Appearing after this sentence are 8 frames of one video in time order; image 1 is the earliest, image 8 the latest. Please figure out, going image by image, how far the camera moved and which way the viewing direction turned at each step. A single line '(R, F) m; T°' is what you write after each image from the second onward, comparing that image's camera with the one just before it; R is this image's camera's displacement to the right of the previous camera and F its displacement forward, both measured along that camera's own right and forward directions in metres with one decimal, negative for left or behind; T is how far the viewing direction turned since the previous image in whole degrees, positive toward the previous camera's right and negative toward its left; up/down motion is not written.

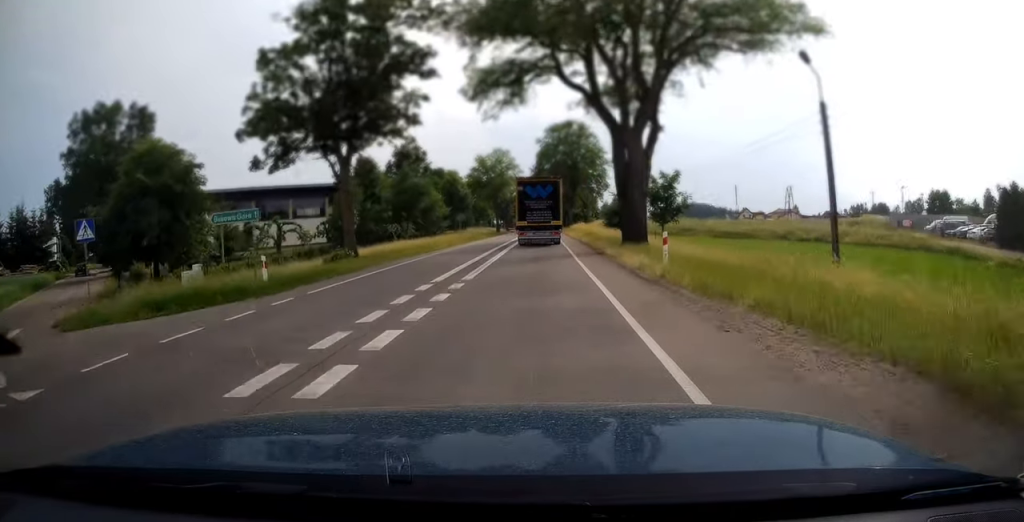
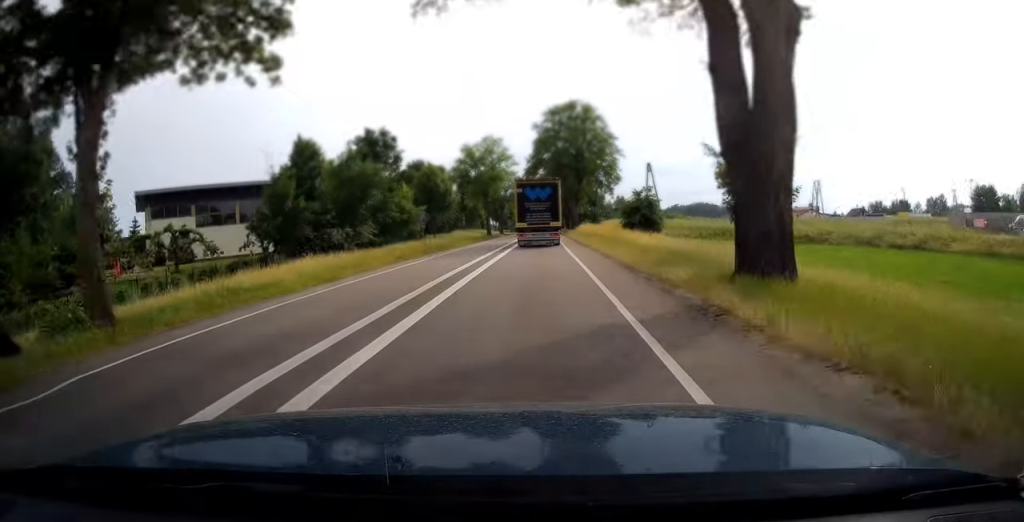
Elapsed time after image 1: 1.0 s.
(-0.2, +17.0) m; 0°
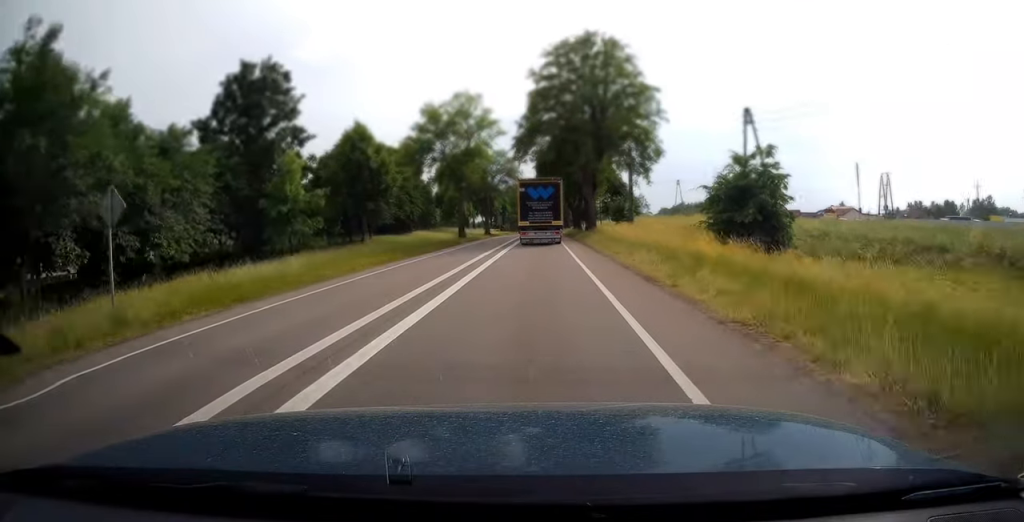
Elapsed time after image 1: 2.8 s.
(-0.1, +29.8) m; 0°
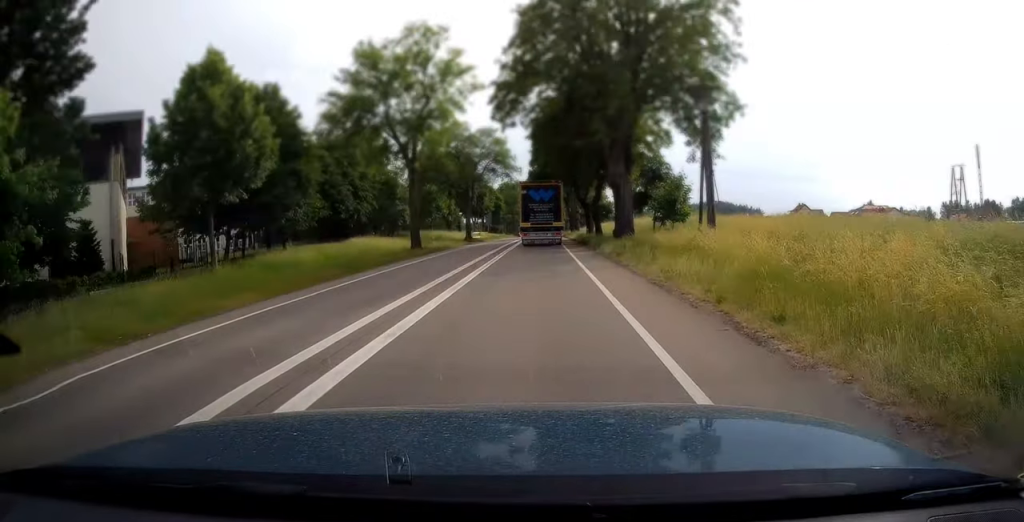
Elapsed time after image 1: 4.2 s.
(+0.2, +22.2) m; 0°
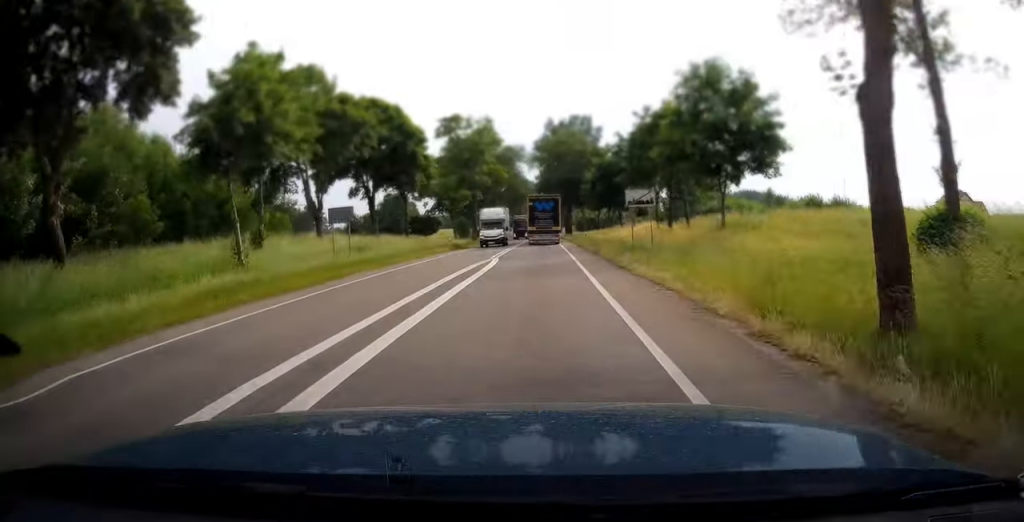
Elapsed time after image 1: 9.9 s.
(-0.2, +98.4) m; 0°
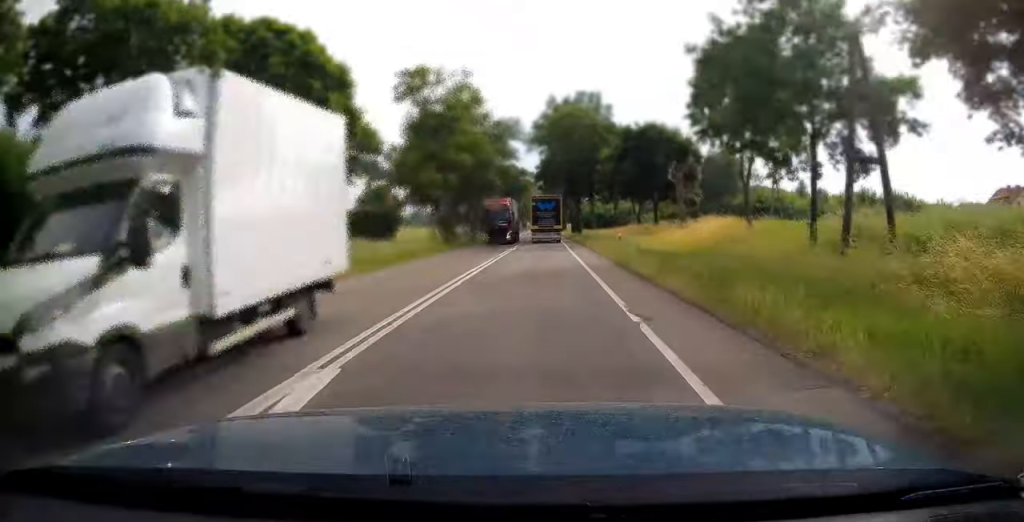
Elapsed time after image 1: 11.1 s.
(-0.1, +22.4) m; 0°
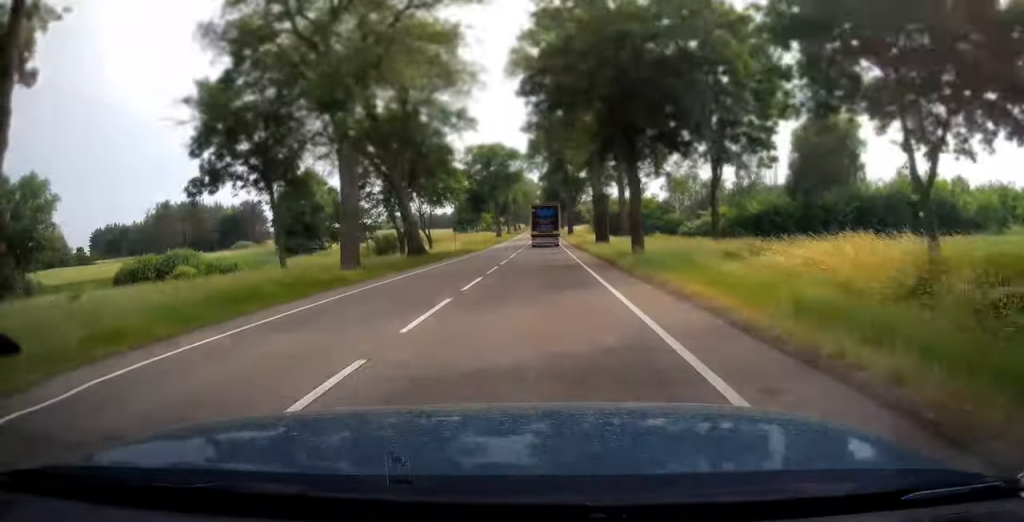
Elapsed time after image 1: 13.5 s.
(+0.1, +47.0) m; 0°
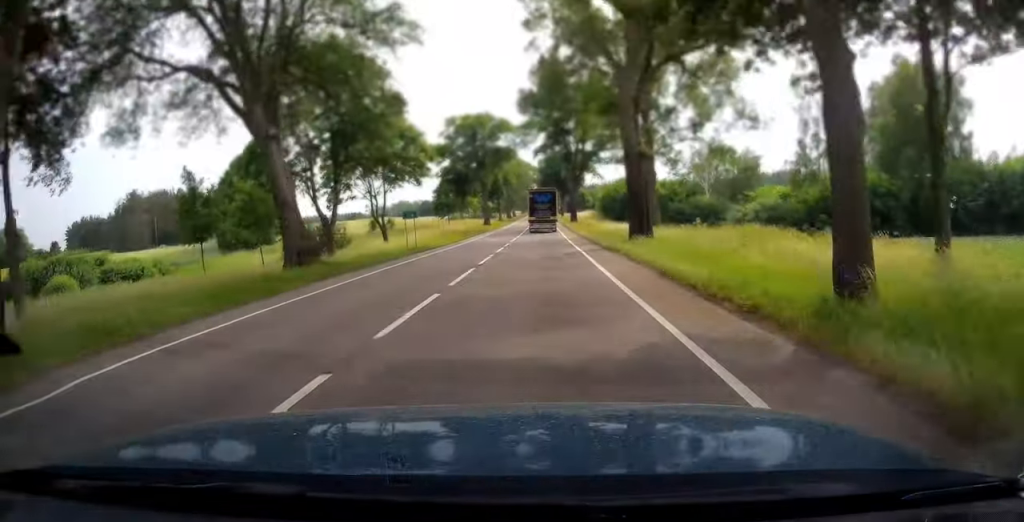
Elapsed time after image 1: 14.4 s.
(+0.1, +19.0) m; 0°
